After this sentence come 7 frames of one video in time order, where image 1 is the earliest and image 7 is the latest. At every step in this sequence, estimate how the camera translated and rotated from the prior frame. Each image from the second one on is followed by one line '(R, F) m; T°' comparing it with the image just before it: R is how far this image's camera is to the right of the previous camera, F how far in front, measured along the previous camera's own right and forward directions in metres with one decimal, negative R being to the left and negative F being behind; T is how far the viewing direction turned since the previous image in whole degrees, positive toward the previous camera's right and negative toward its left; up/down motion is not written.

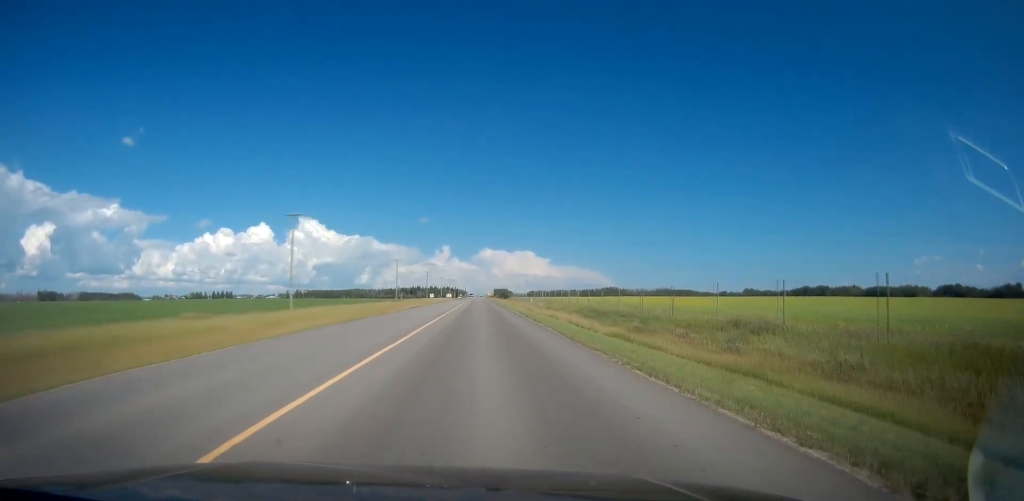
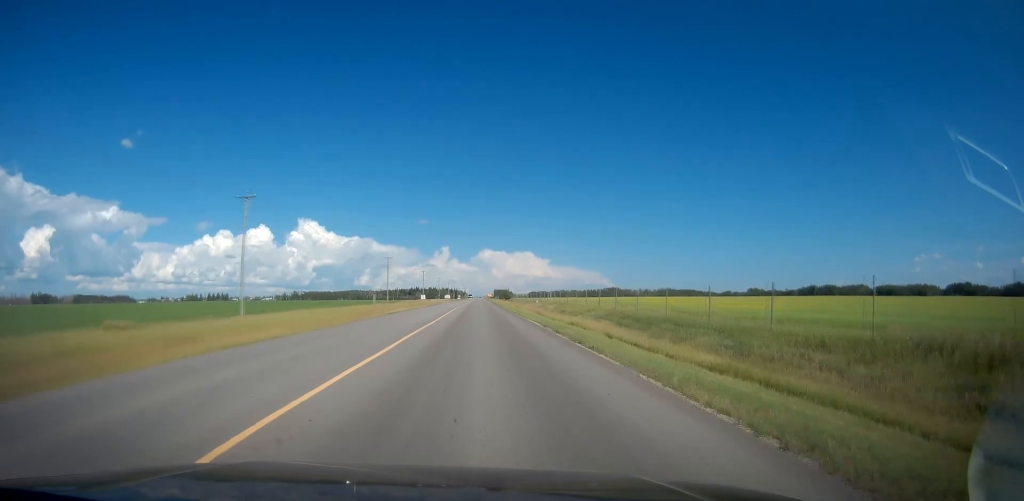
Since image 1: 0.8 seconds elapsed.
(0.0, +14.1) m; 0°
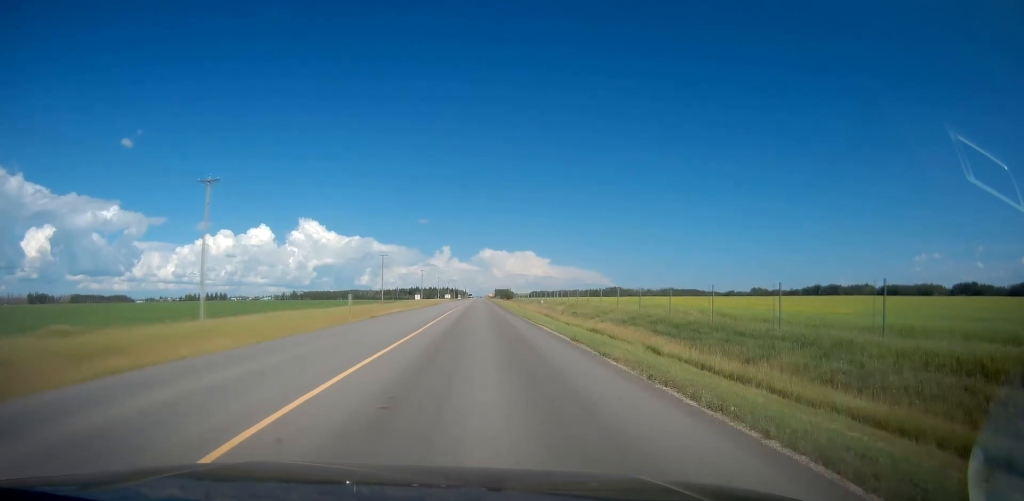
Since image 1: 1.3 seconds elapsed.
(0.0, +8.3) m; 0°
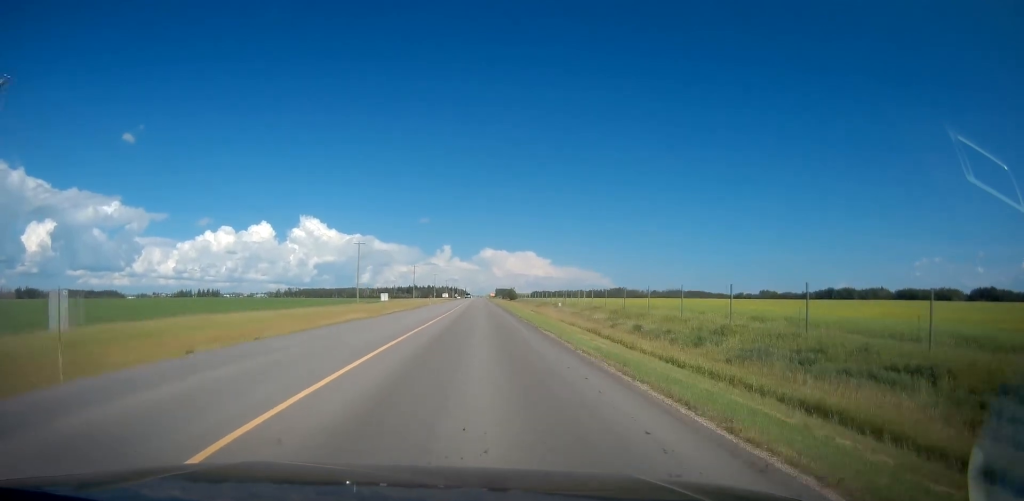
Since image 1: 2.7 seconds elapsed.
(0.0, +25.5) m; 0°
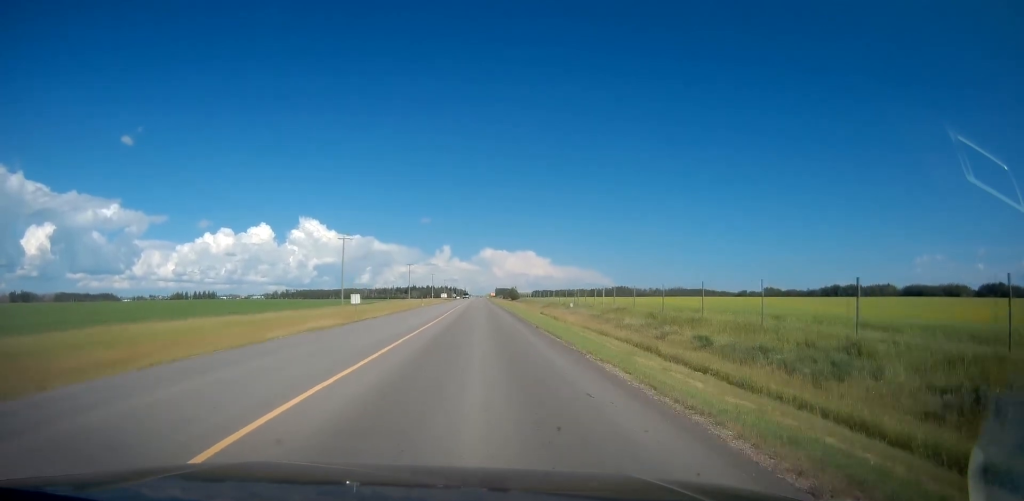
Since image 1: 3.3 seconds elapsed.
(0.0, +11.4) m; 0°
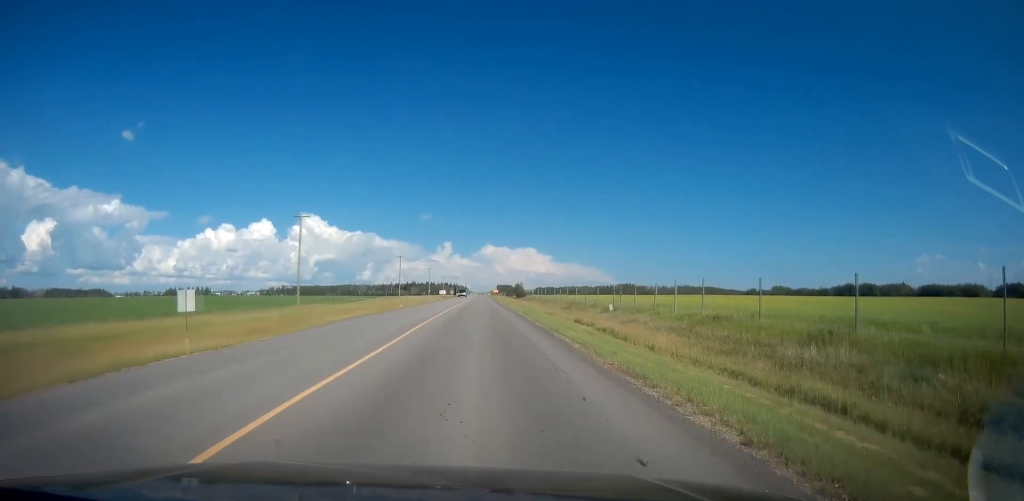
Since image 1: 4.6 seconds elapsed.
(0.0, +22.8) m; 0°
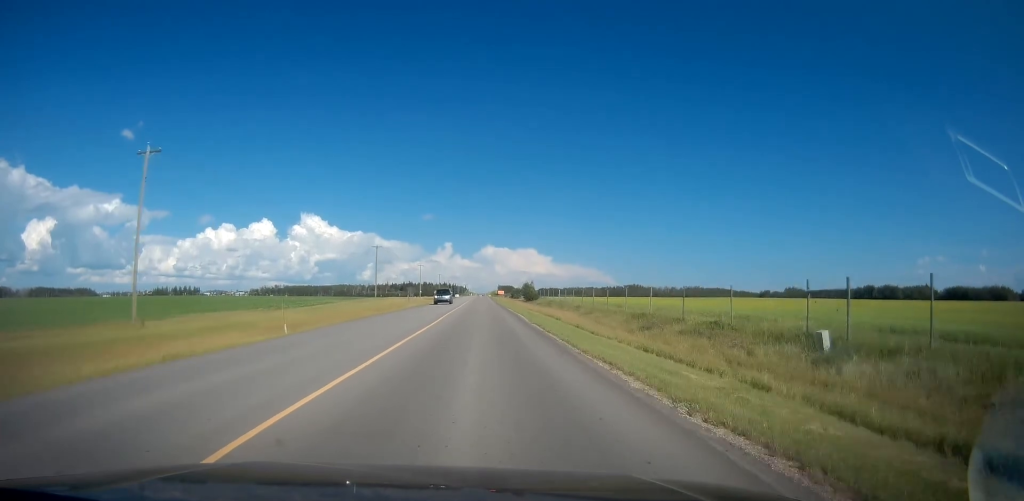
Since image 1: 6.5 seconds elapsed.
(0.0, +35.0) m; 0°
